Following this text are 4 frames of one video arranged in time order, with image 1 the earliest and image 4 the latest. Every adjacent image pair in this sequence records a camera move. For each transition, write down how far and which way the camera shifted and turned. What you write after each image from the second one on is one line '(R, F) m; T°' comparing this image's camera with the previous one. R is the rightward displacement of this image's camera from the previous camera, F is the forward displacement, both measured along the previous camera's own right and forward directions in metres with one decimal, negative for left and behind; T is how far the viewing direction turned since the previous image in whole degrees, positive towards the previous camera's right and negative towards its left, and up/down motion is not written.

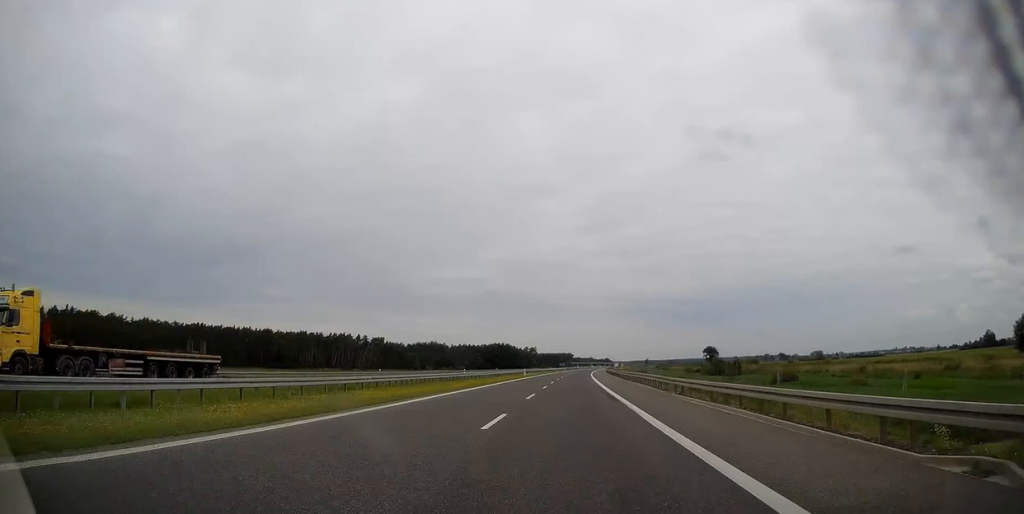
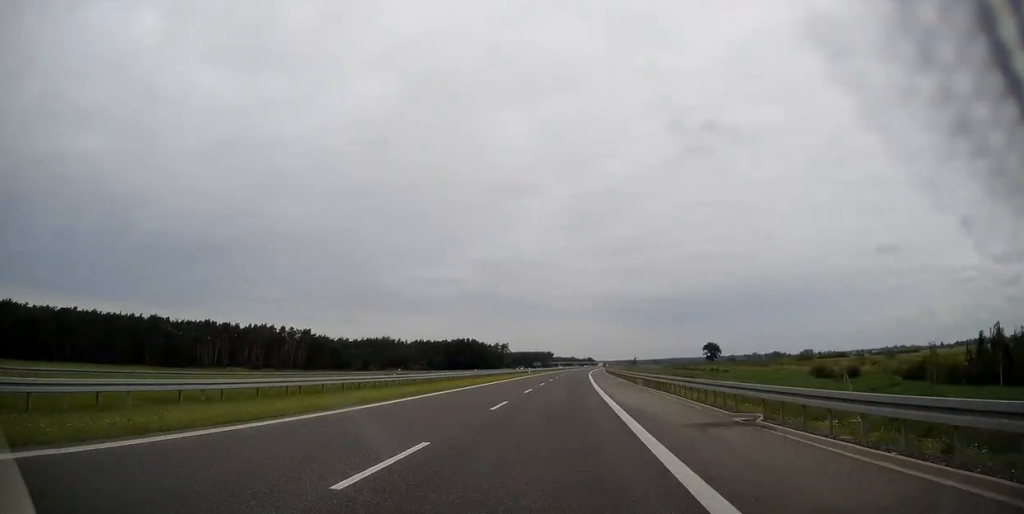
(+1.9, +90.7) m; +2°
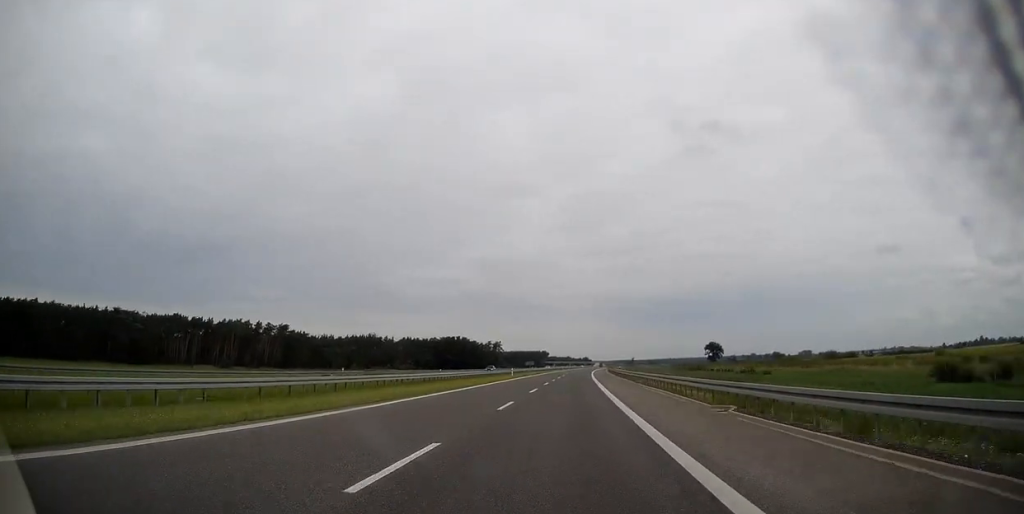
(0.0, +24.2) m; 0°
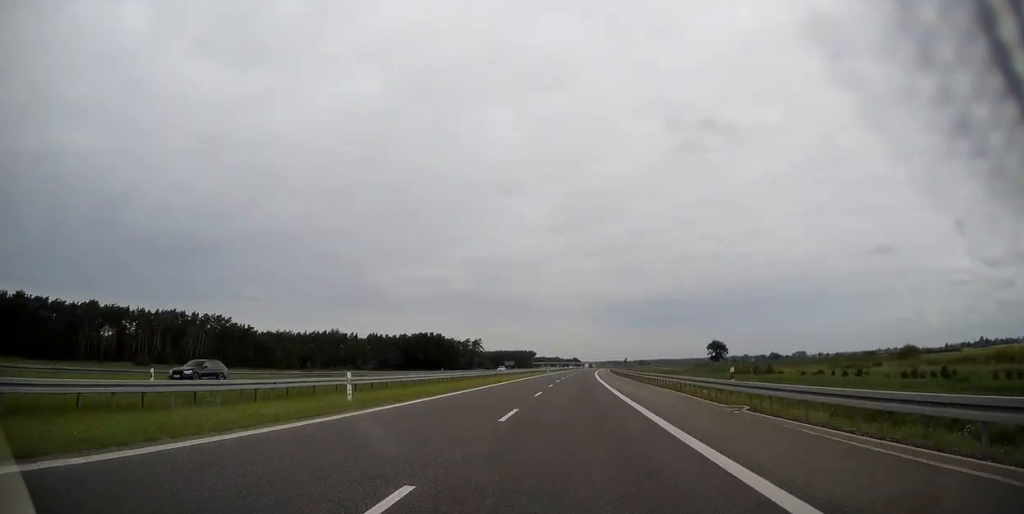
(+0.5, +51.8) m; +1°
